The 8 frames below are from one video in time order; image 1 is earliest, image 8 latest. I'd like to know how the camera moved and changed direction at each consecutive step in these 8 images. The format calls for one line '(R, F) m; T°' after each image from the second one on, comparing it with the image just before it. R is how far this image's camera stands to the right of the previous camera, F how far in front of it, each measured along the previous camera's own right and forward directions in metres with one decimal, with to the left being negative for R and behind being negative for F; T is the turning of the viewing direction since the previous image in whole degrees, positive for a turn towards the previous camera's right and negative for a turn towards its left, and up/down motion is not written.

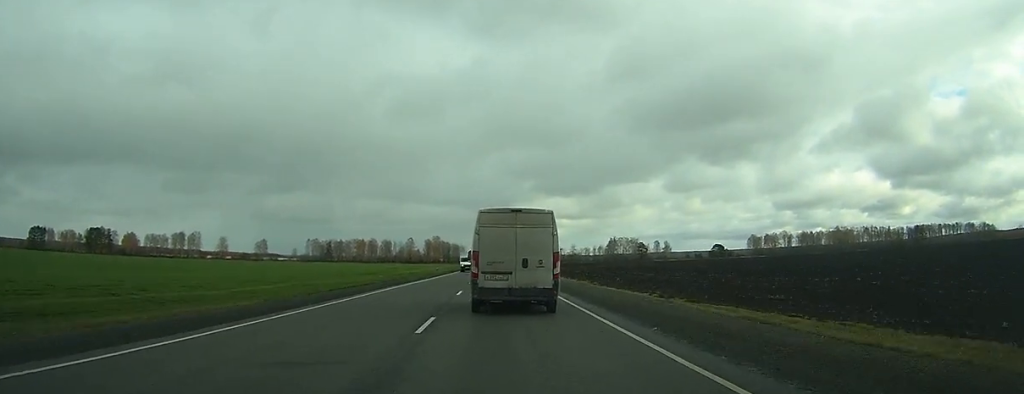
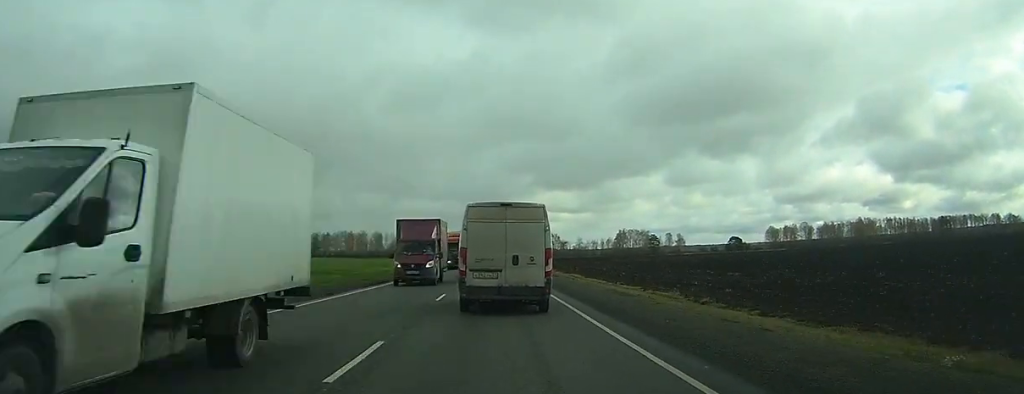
(0.0, +38.8) m; 0°
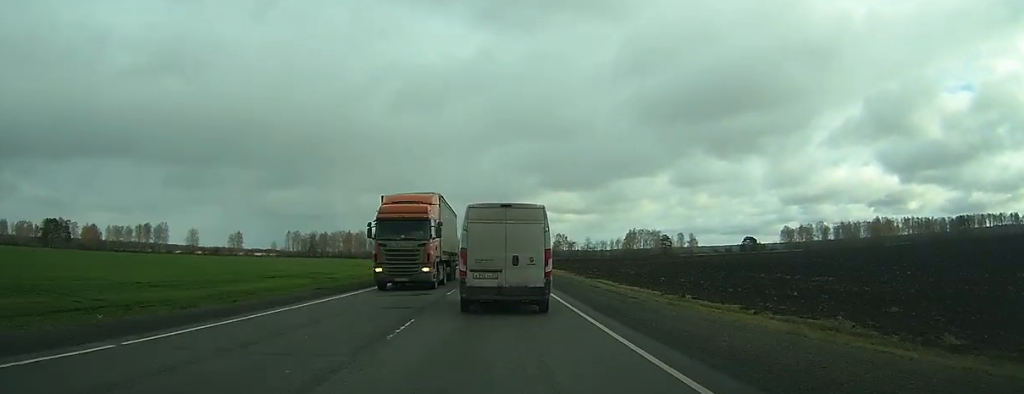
(0.0, +19.8) m; 0°
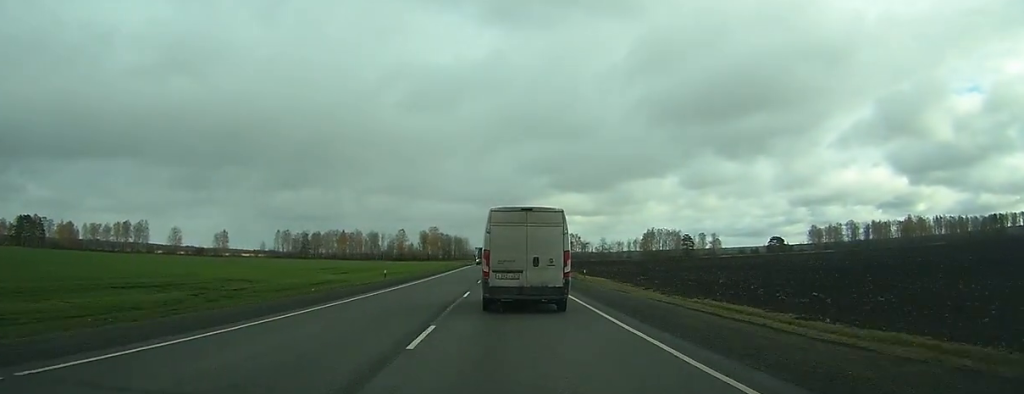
(+0.1, +35.1) m; 0°
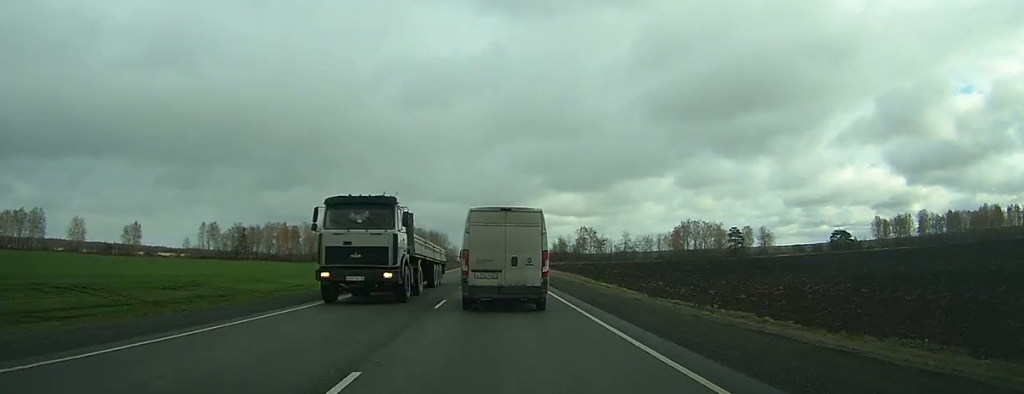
(+0.5, +103.3) m; +1°
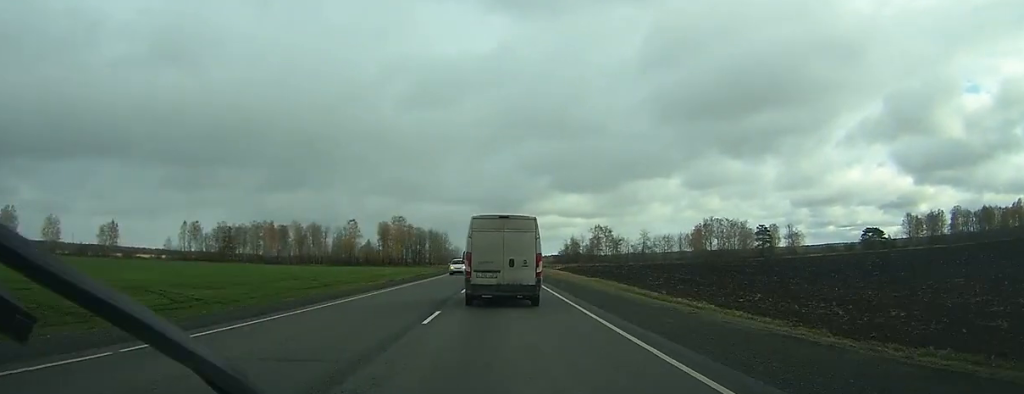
(+0.1, +28.4) m; 0°
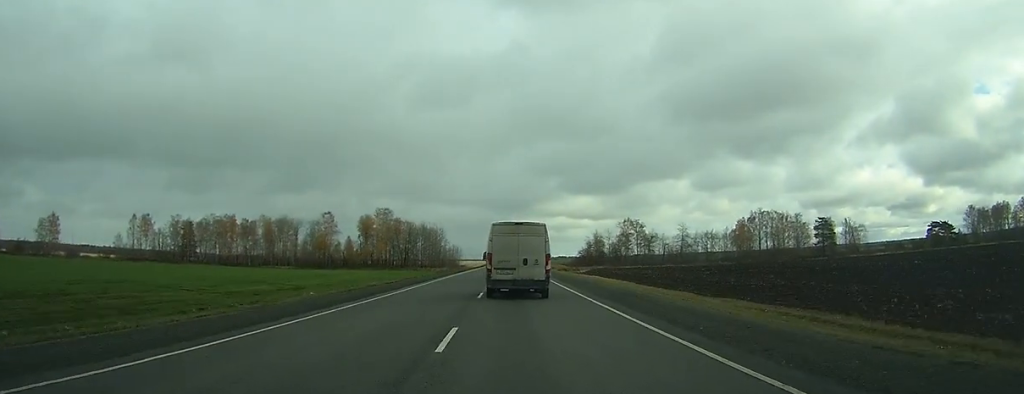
(-0.1, +50.7) m; 0°
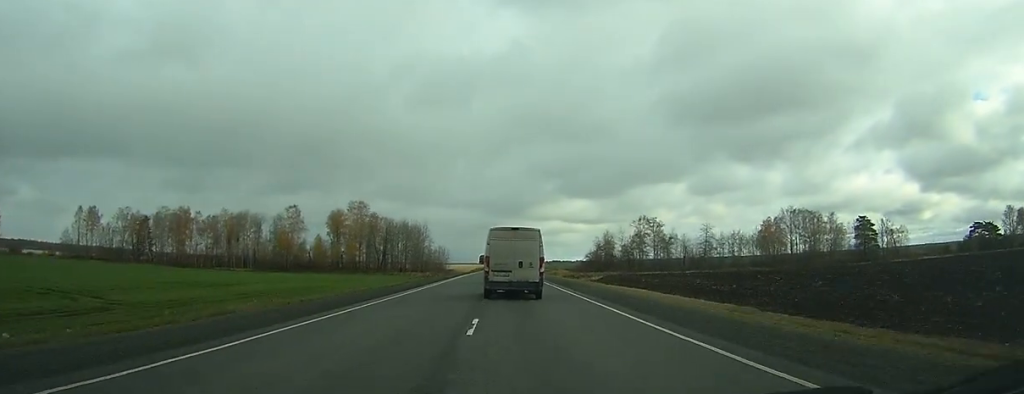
(0.0, +32.7) m; 0°
